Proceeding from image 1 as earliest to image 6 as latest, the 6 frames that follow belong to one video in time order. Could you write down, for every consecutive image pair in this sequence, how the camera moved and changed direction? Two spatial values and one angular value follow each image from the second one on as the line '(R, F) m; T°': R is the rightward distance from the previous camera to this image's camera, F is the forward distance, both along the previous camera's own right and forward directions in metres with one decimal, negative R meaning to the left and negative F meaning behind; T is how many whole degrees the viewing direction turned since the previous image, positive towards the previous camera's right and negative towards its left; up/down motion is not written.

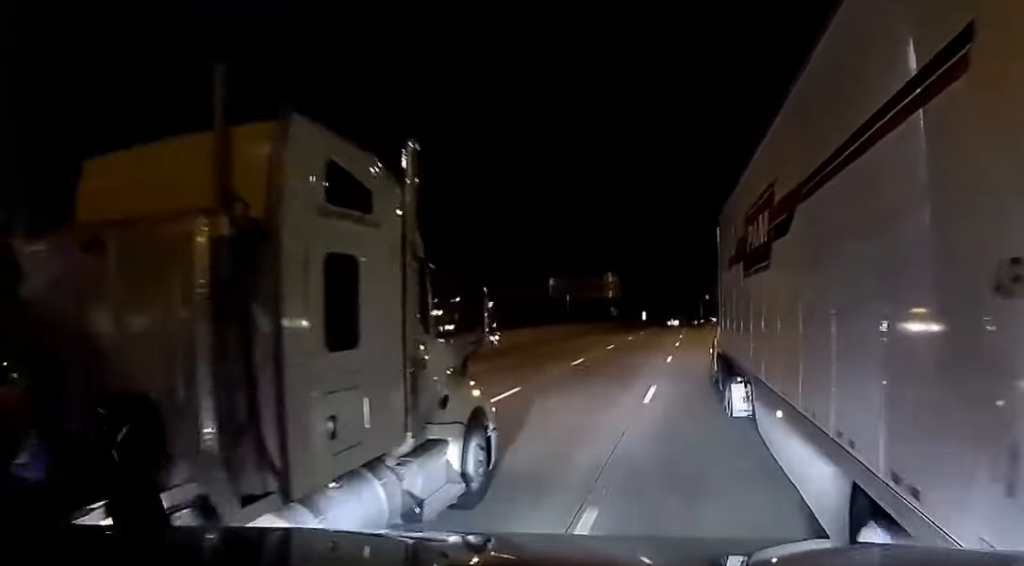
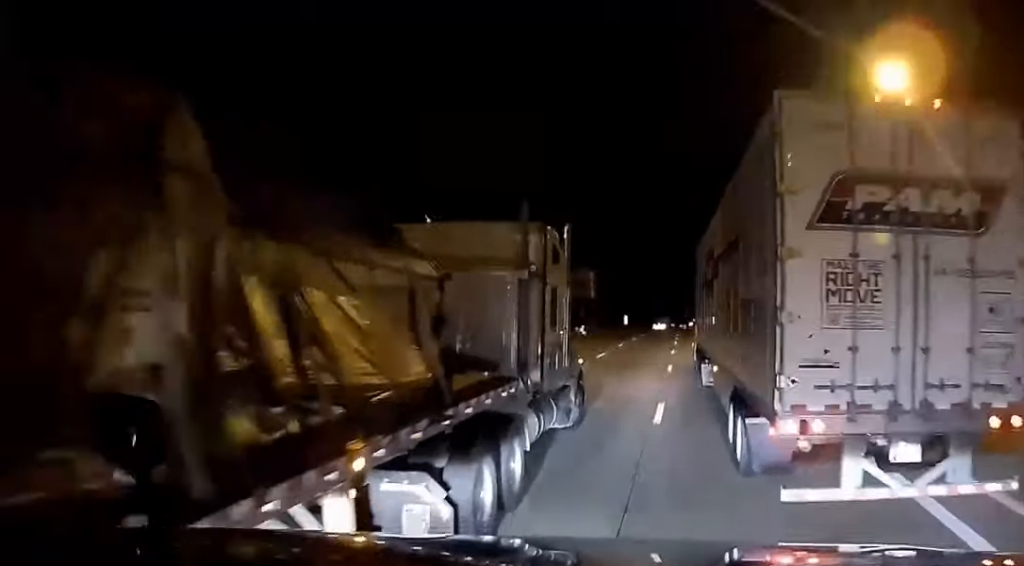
(+0.7, +27.9) m; +2°
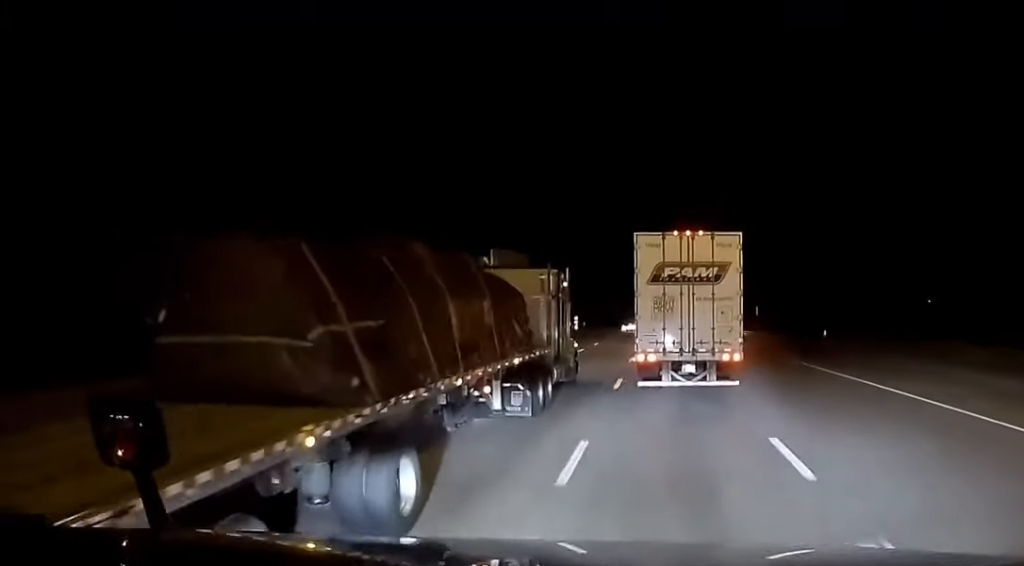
(0.0, +42.1) m; 0°
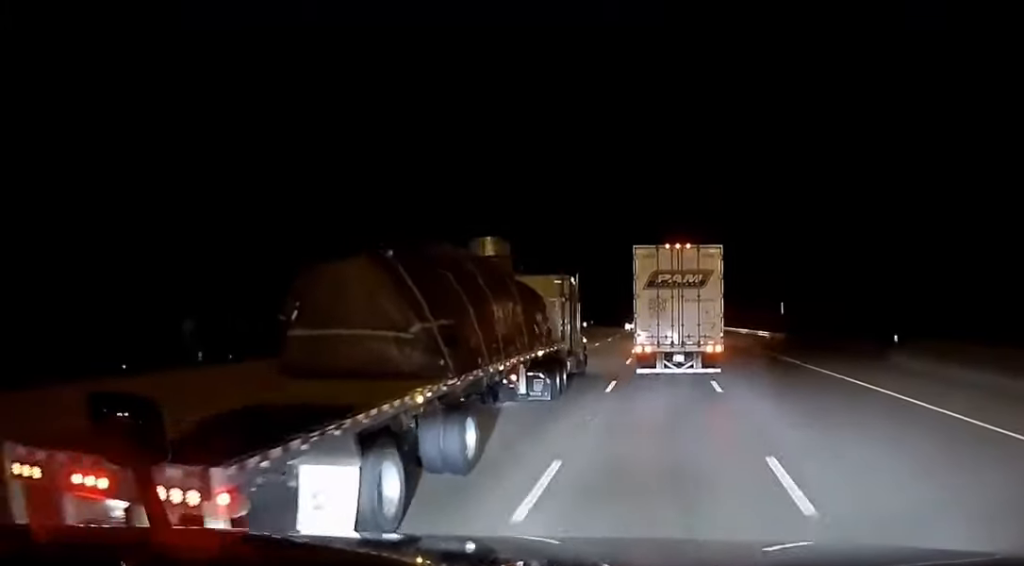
(0.0, +14.0) m; 0°
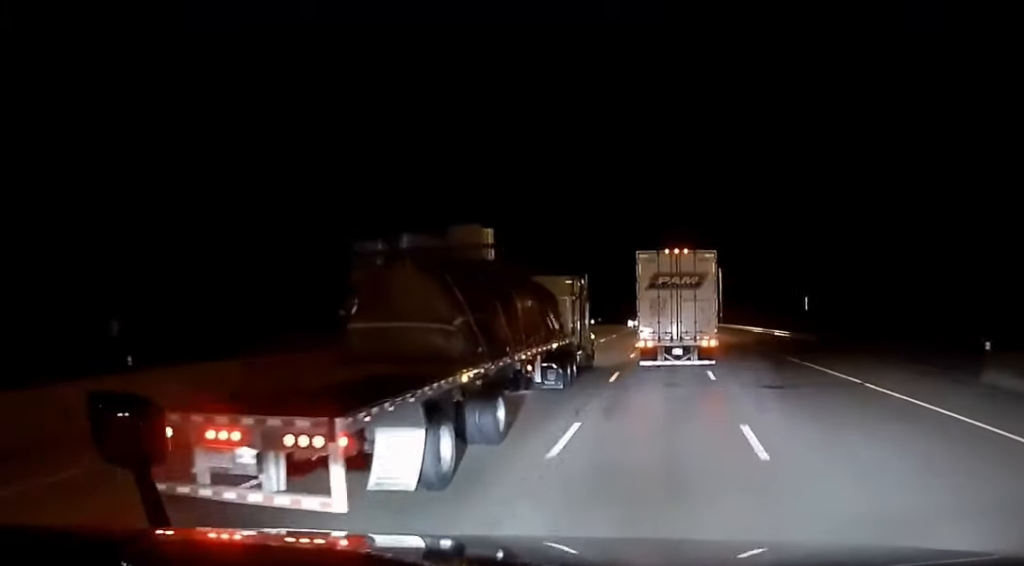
(0.0, +9.6) m; 0°
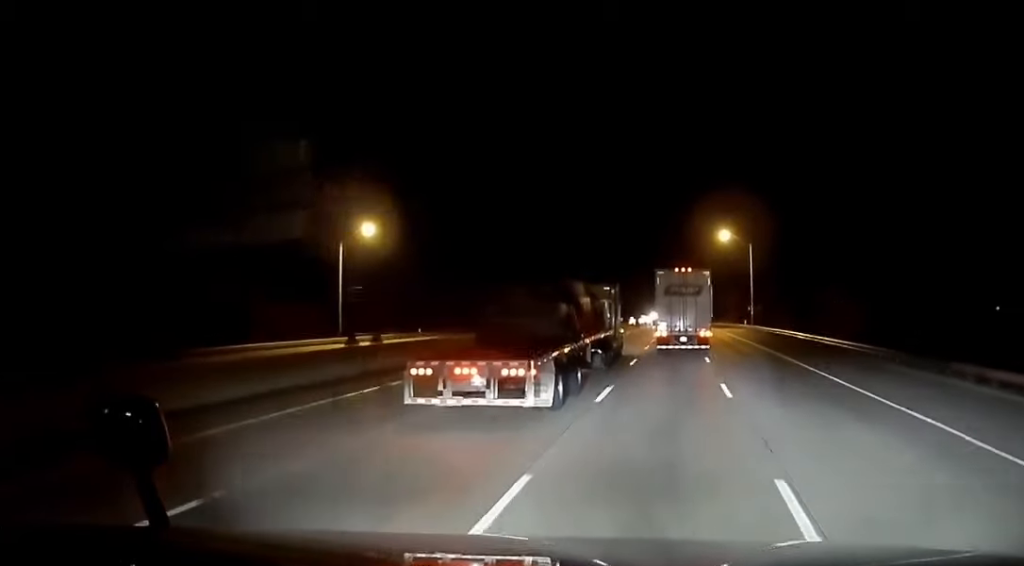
(0.0, +41.7) m; 0°
